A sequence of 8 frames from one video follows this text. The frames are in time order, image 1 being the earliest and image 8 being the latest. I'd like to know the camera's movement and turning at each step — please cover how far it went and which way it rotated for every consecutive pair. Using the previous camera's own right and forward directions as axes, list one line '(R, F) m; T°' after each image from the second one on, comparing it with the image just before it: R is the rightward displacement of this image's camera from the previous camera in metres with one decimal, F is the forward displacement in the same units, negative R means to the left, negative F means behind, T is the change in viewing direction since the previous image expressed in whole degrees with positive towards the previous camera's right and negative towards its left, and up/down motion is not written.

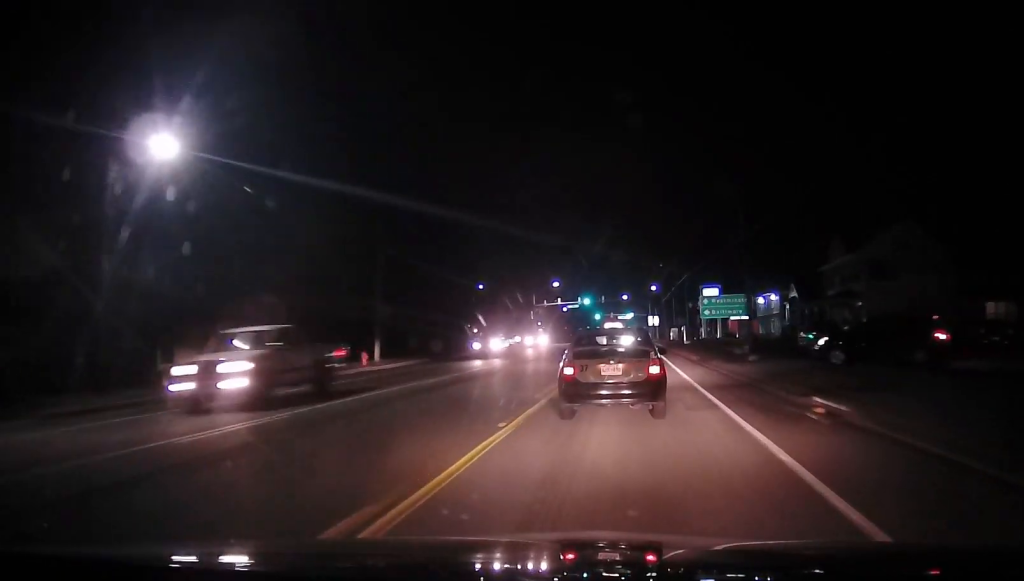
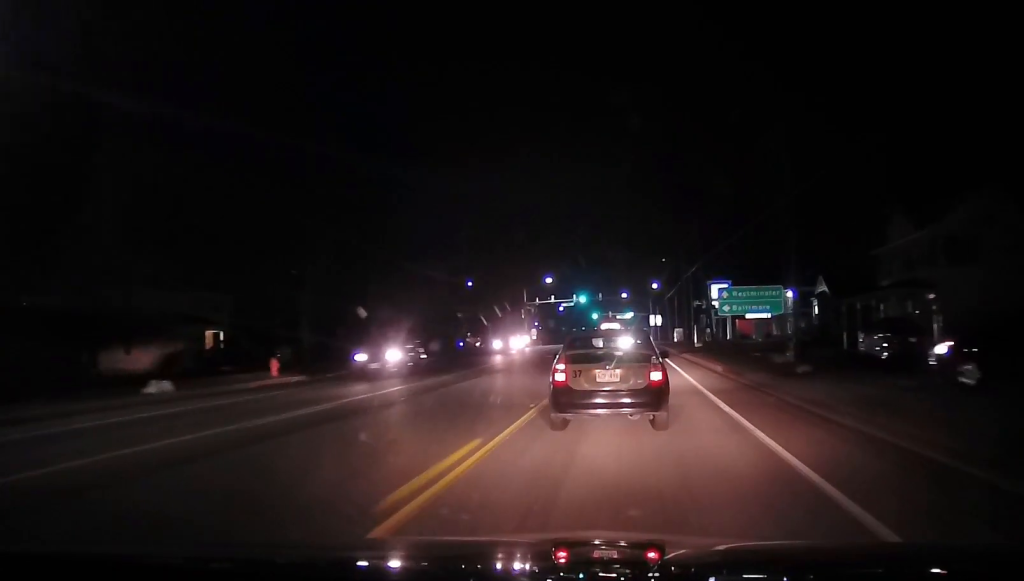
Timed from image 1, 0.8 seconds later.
(+0.1, +9.4) m; -1°
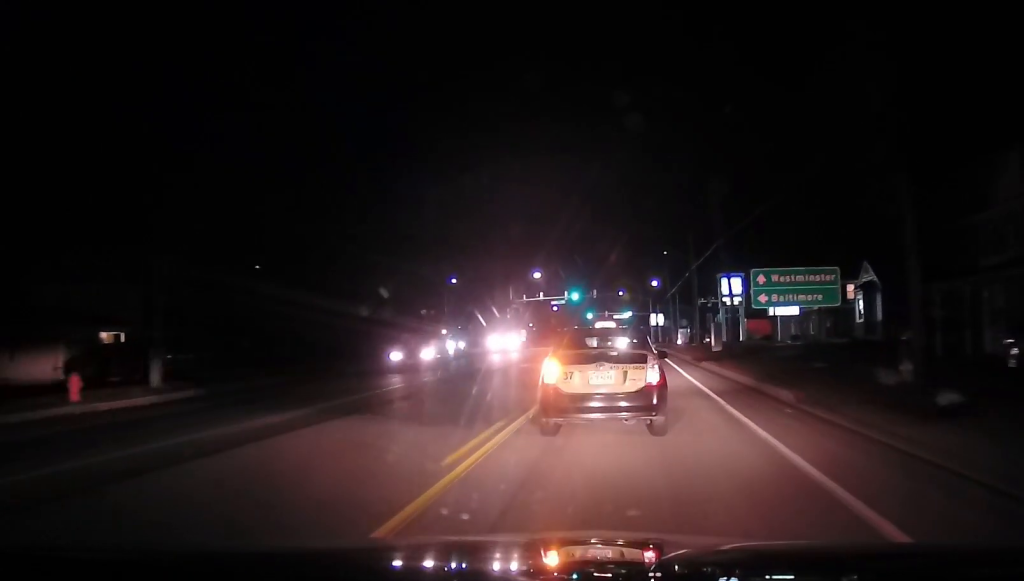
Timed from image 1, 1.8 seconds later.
(-0.3, +11.5) m; -2°
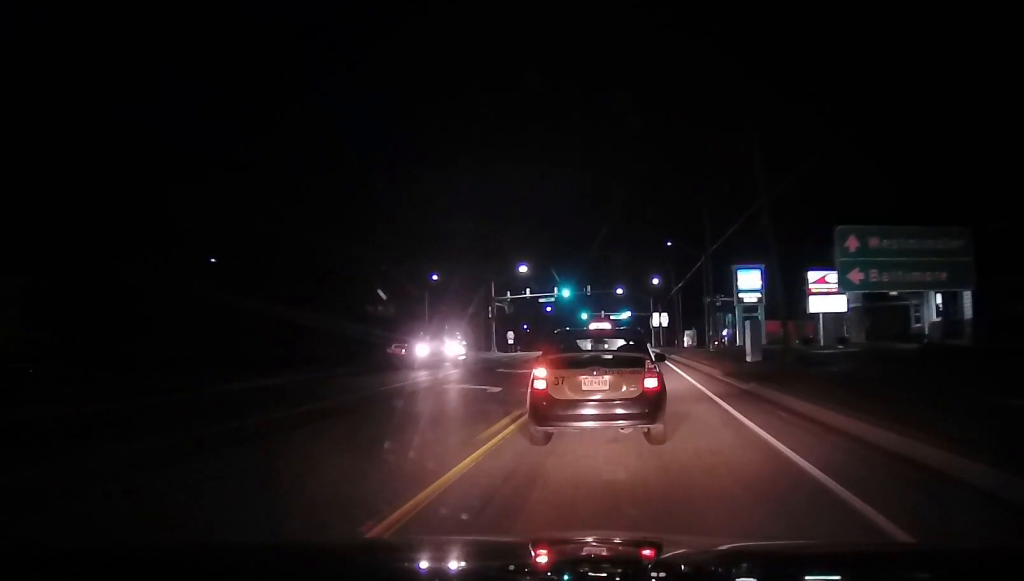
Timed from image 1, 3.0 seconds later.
(-0.1, +12.3) m; -1°
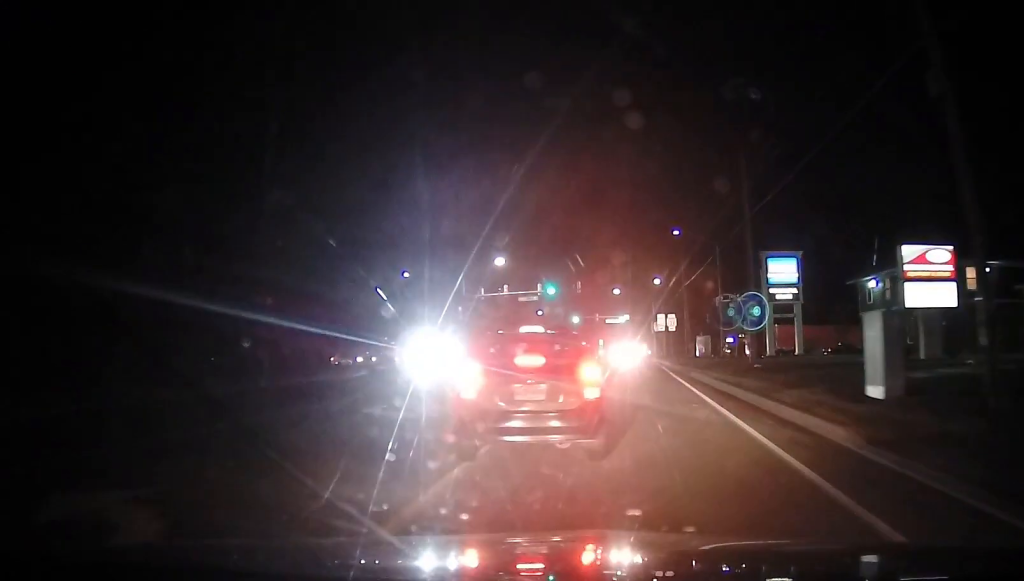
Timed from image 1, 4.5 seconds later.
(-0.3, +15.3) m; +1°
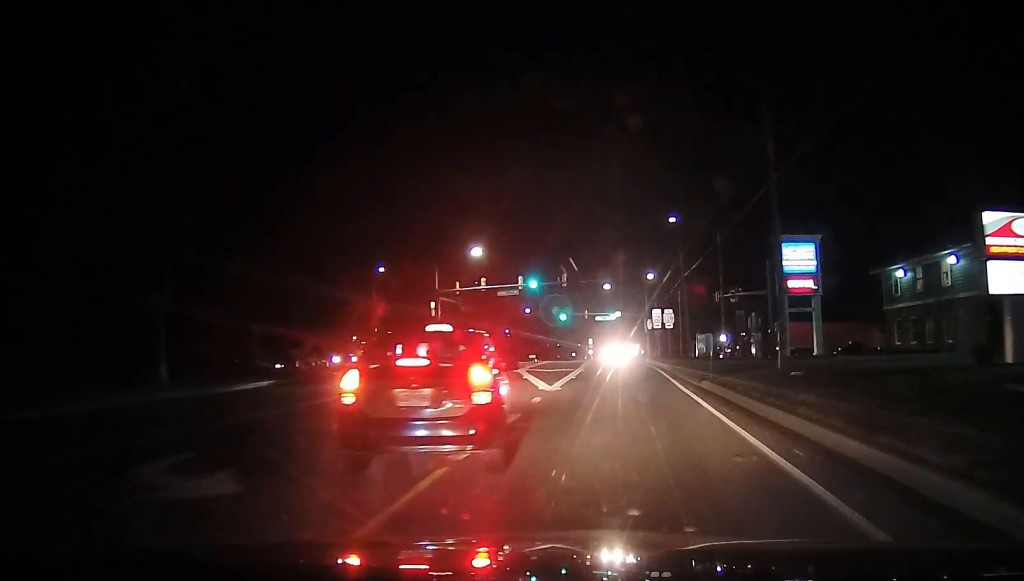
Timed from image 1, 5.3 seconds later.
(+0.5, +7.8) m; +2°
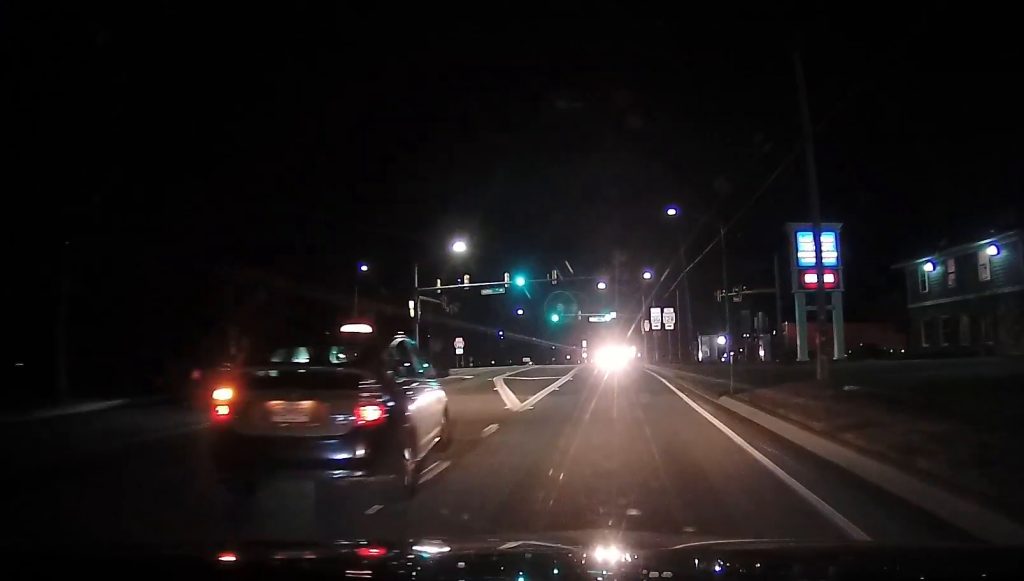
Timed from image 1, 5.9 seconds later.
(-0.1, +5.7) m; 0°
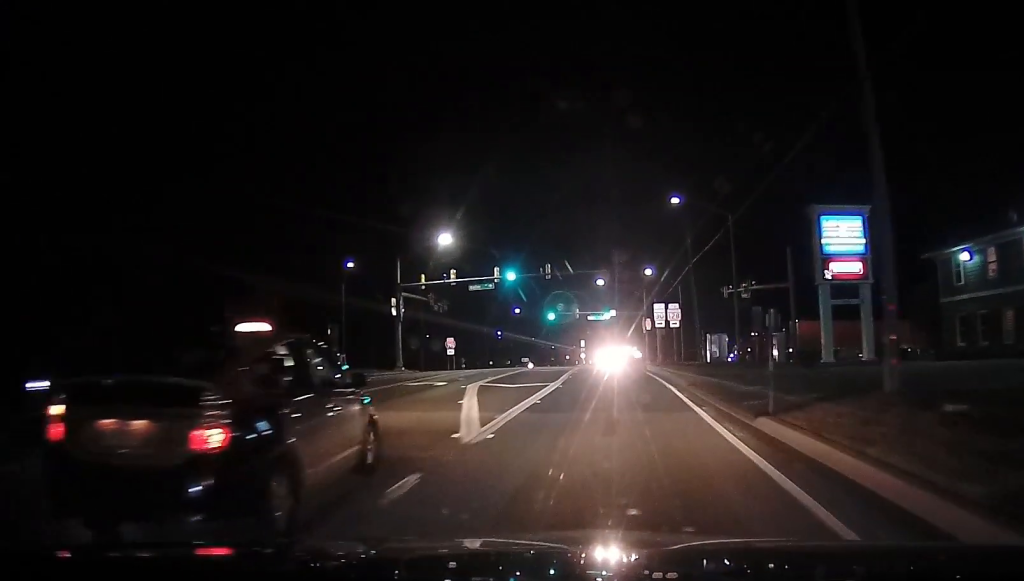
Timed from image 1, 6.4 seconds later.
(-0.1, +5.0) m; -1°
